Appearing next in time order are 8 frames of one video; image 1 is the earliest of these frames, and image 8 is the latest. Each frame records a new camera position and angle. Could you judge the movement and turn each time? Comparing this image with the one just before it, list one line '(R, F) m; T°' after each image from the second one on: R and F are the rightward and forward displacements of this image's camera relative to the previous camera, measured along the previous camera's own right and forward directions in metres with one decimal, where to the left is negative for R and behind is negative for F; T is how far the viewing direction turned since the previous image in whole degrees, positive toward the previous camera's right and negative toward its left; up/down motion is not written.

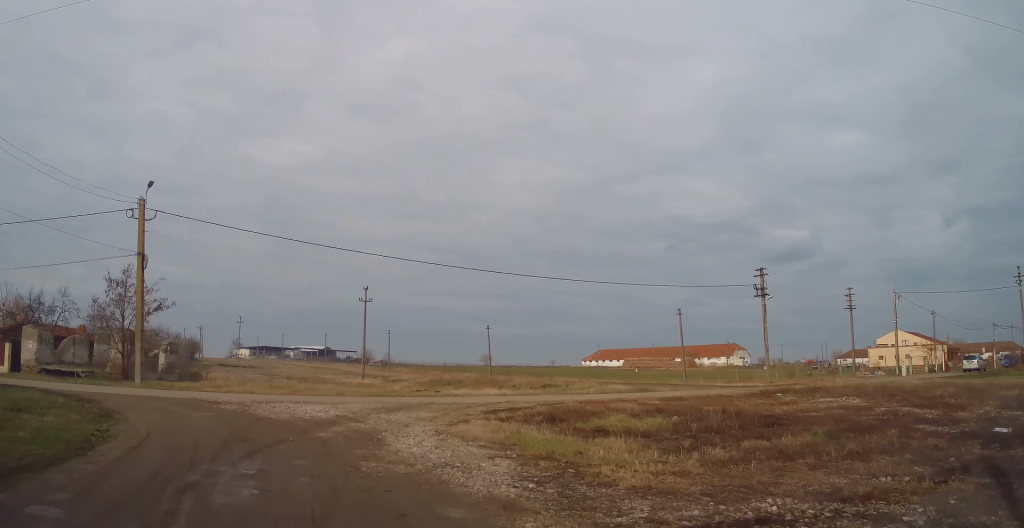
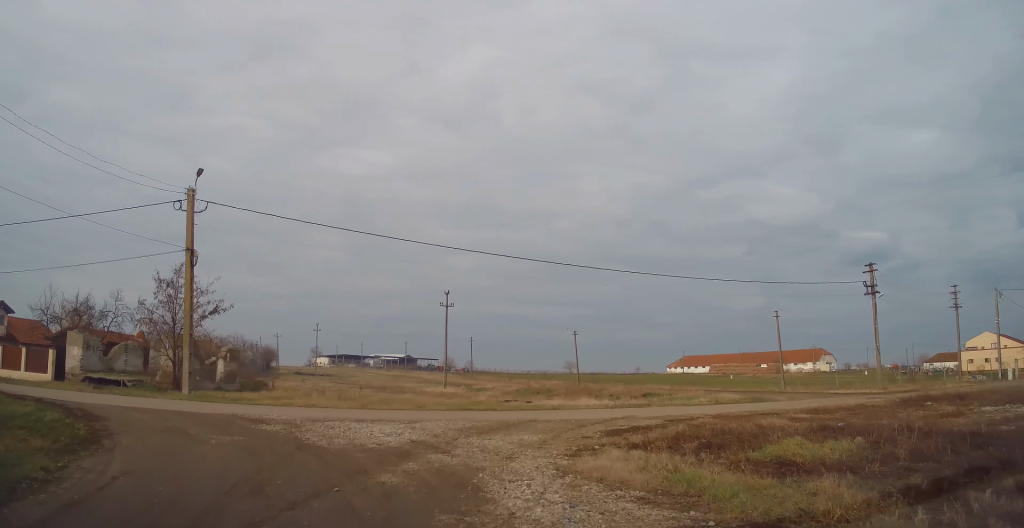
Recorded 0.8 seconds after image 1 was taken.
(0.0, +3.4) m; -5°
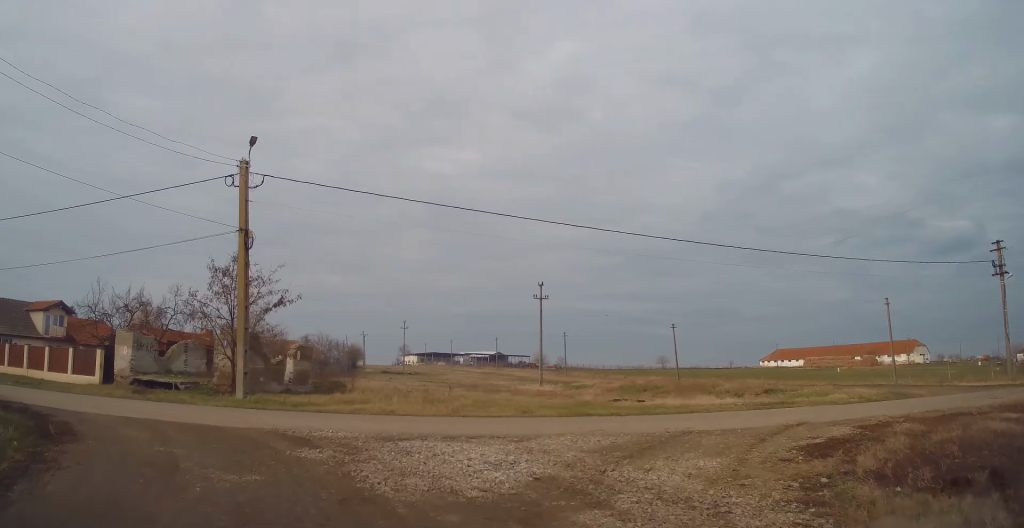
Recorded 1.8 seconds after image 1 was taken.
(-0.3, +3.9) m; -12°
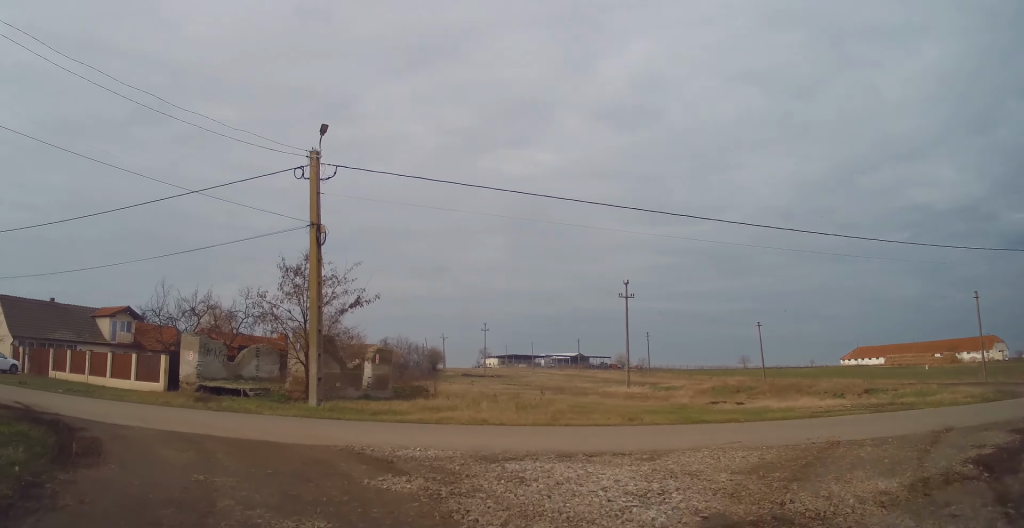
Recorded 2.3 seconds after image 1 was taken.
(-0.1, +1.9) m; -8°
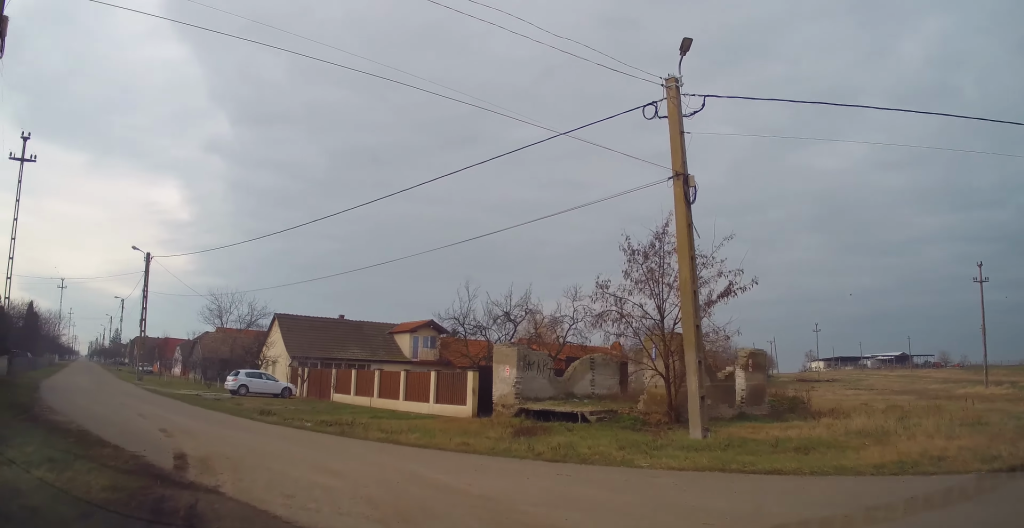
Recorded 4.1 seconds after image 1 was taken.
(-1.5, +6.8) m; -17°
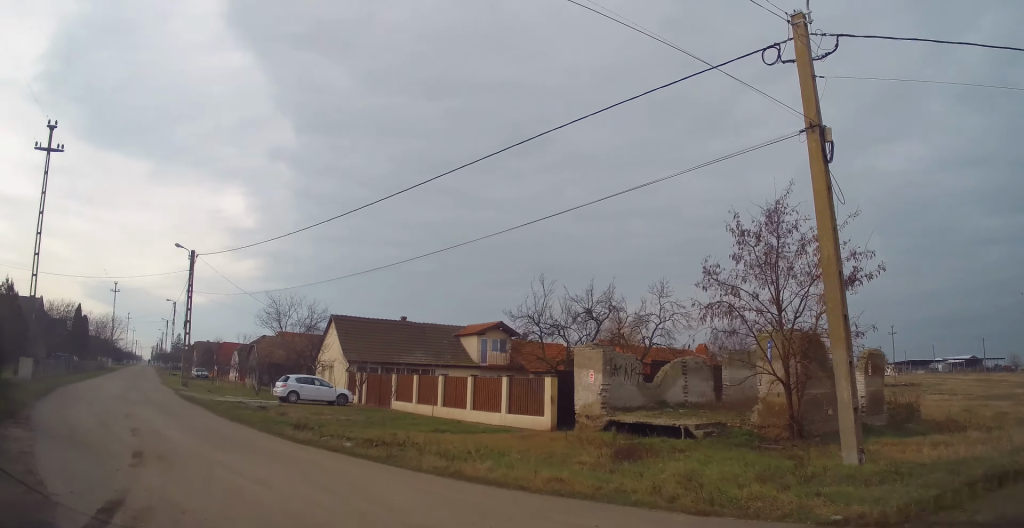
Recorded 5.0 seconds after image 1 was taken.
(+0.1, +3.3) m; -7°
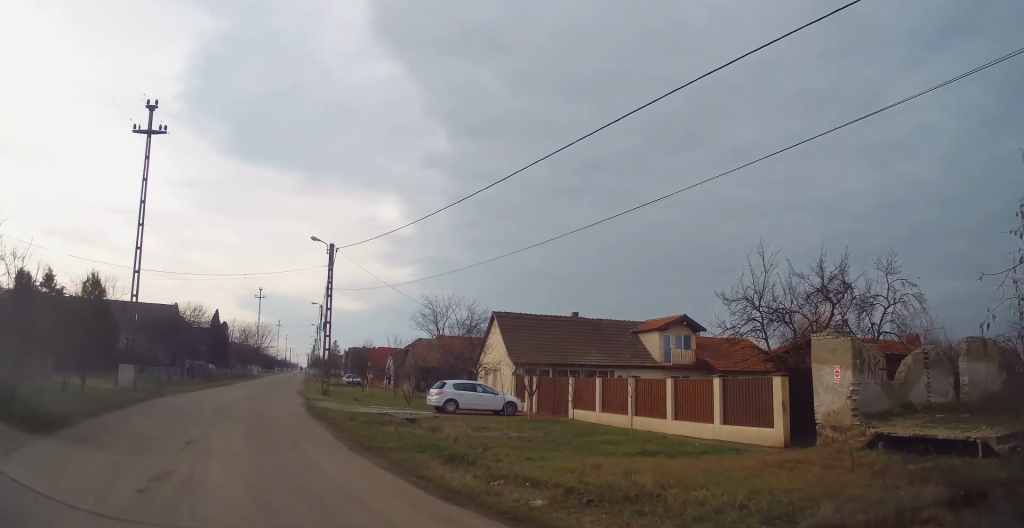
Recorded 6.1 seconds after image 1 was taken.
(-0.7, +4.5) m; -20°
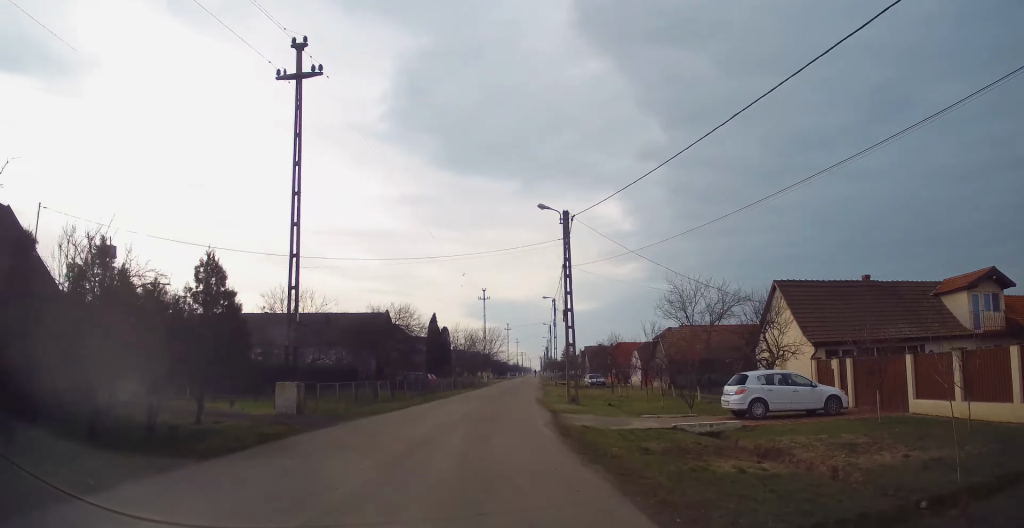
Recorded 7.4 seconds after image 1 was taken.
(-1.2, +6.8) m; -16°
